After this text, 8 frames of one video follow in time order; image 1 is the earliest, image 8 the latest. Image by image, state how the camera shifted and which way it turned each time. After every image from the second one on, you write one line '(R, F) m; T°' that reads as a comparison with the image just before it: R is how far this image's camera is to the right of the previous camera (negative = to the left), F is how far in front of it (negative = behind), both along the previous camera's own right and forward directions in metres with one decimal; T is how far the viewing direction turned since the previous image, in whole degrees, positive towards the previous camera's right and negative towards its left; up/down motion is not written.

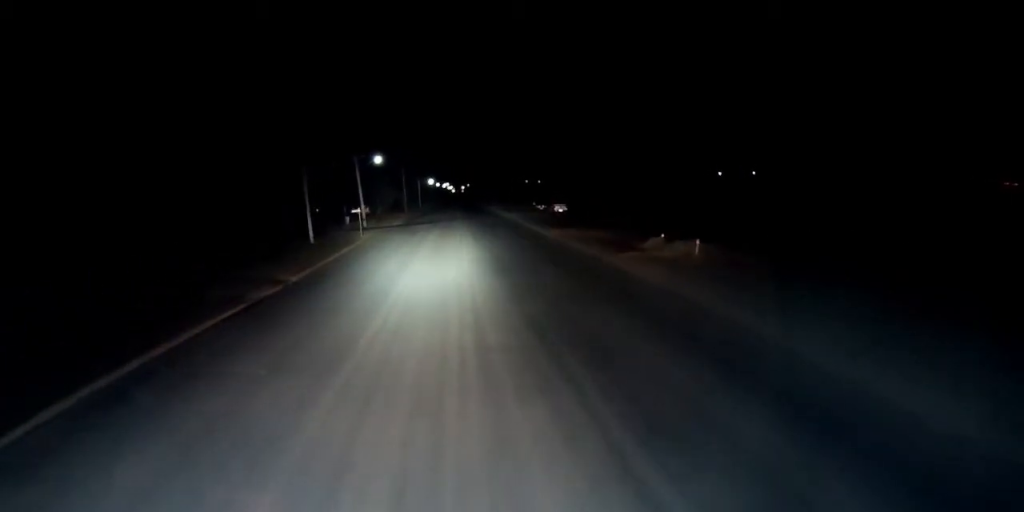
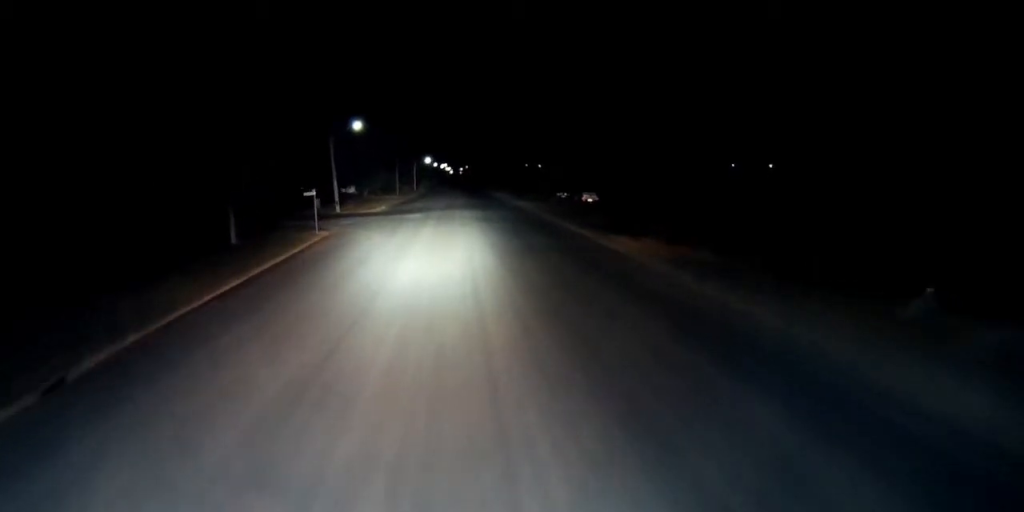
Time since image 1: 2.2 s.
(+1.0, +21.2) m; +3°
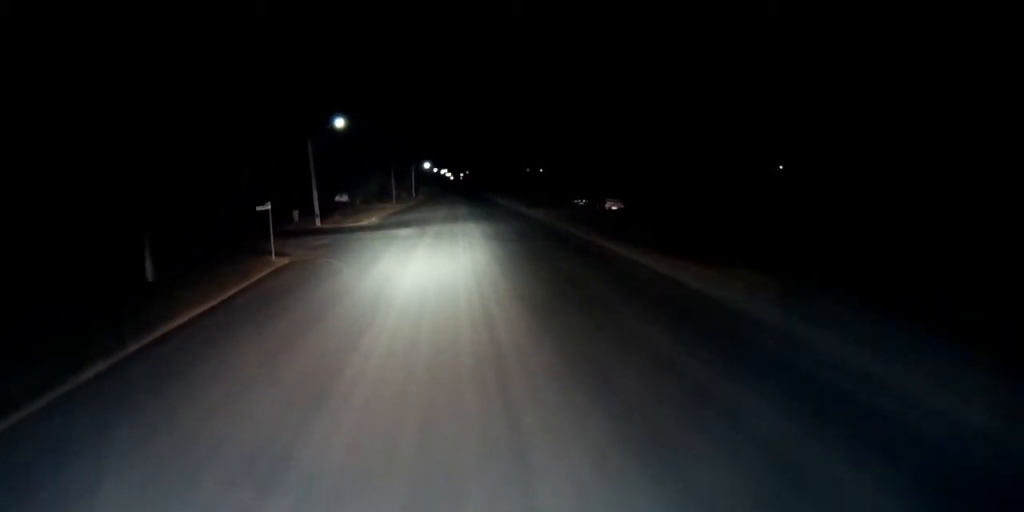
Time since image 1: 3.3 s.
(-0.1, +11.2) m; 0°
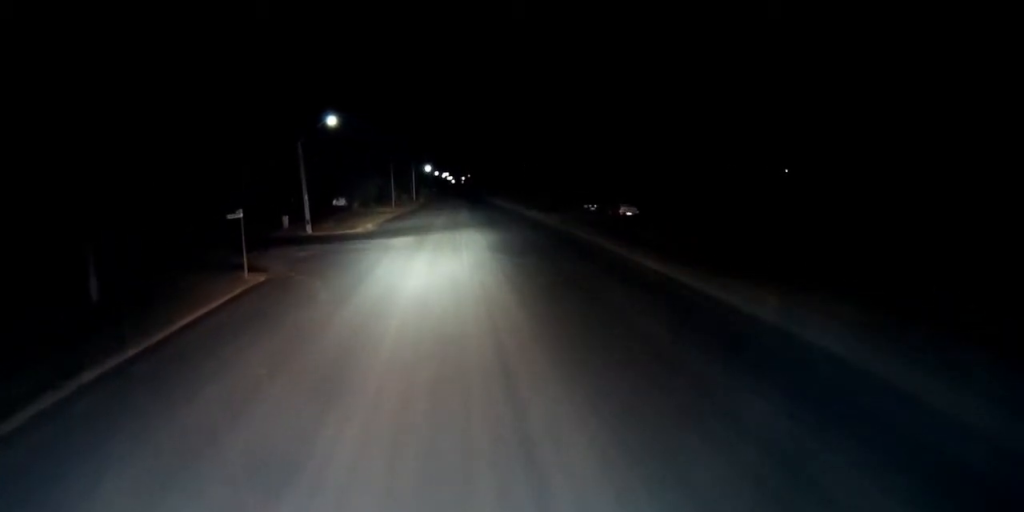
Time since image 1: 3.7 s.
(-0.1, +4.9) m; +1°
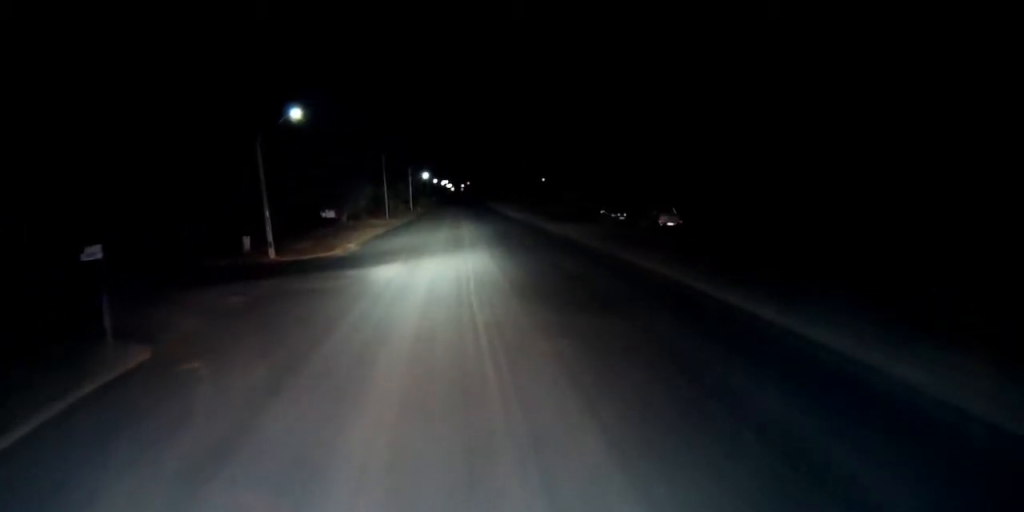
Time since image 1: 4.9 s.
(+0.5, +12.1) m; -2°
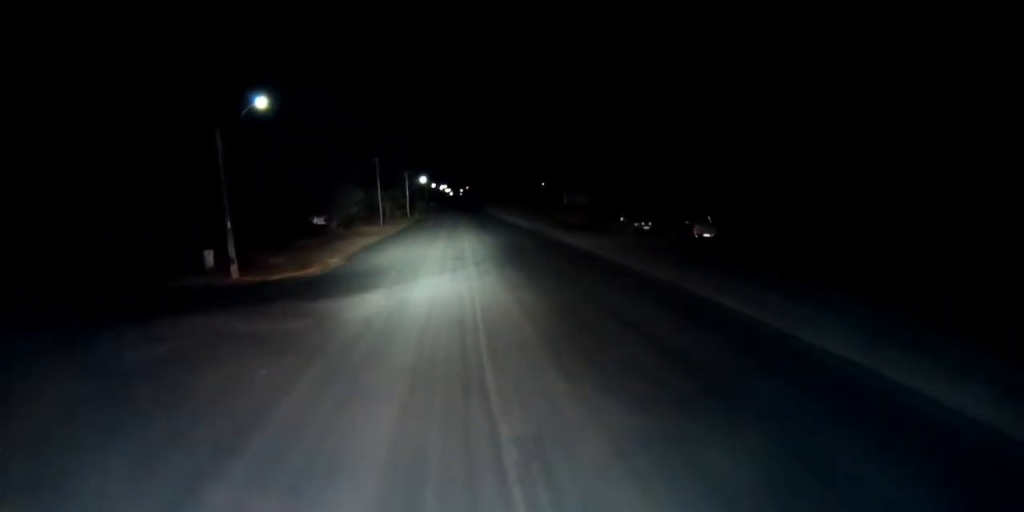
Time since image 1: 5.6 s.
(-0.6, +7.8) m; -2°
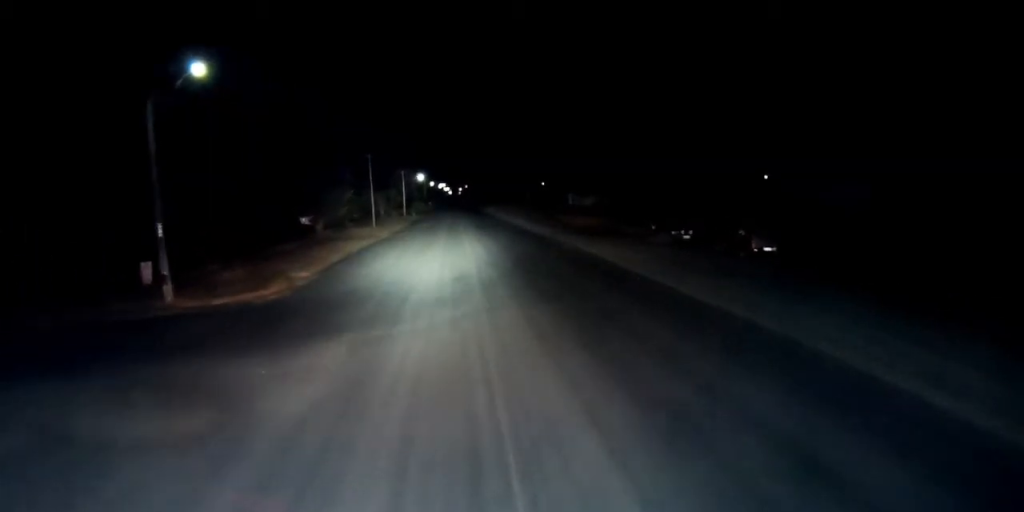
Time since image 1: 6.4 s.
(-0.1, +9.1) m; 0°
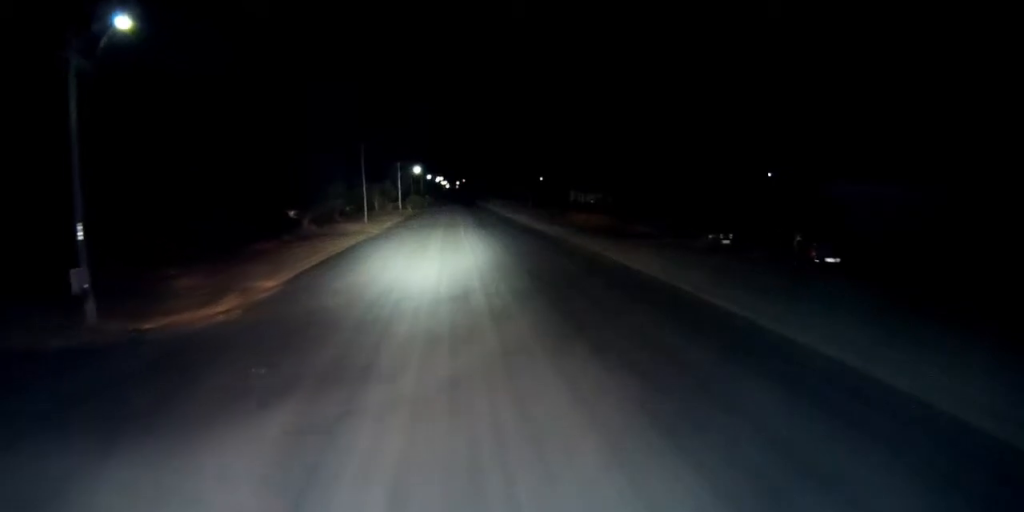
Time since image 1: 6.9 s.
(+0.1, +6.5) m; +1°
